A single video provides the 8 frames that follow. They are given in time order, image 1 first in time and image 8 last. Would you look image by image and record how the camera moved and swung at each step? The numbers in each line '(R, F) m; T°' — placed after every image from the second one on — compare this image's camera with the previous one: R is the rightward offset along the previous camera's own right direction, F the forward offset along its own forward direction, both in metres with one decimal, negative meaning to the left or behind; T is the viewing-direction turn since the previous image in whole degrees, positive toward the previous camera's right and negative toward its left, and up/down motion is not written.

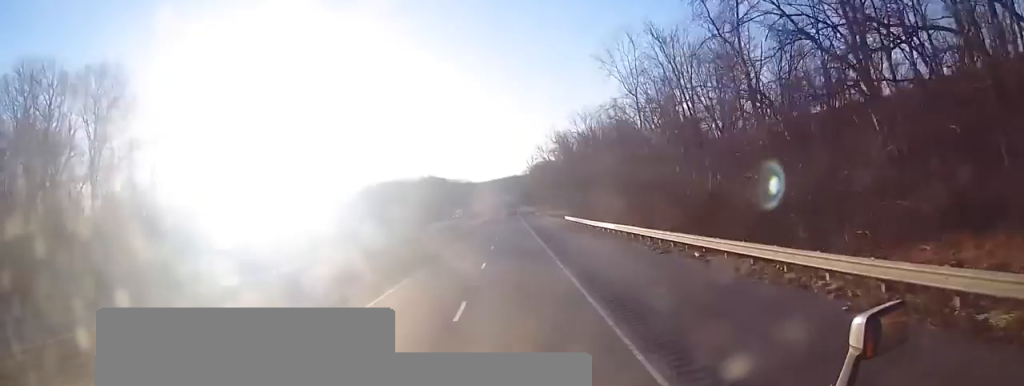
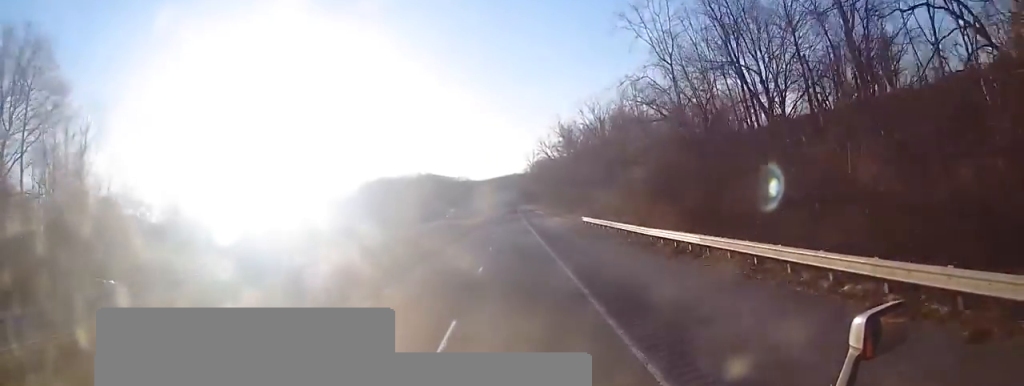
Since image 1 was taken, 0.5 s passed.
(0.0, +14.6) m; 0°
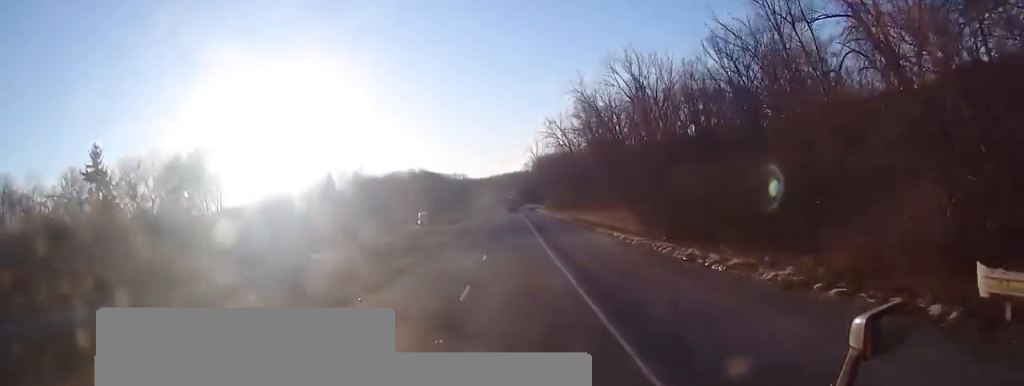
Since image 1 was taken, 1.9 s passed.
(0.0, +42.9) m; 0°
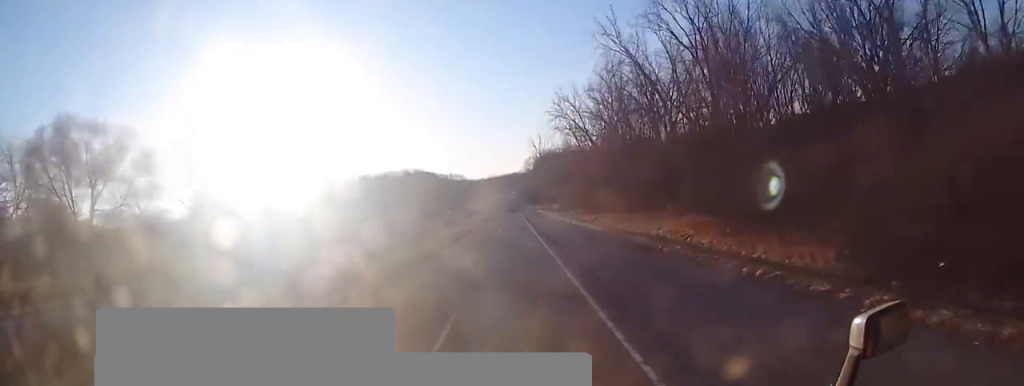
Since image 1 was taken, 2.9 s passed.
(-0.2, +30.7) m; 0°
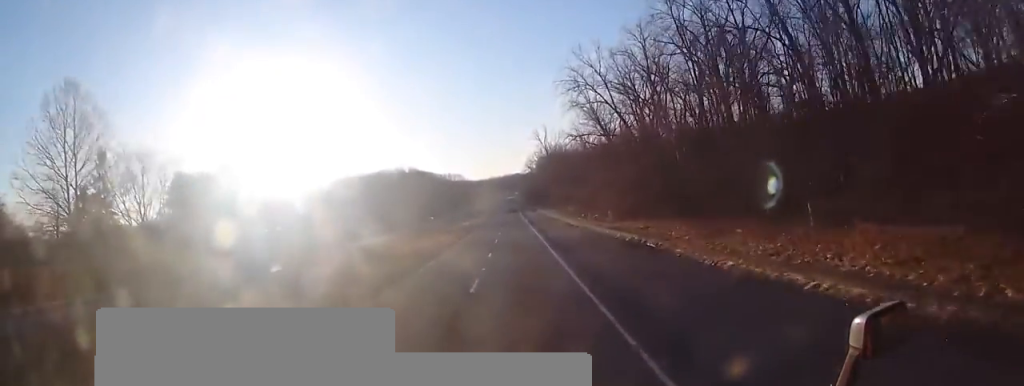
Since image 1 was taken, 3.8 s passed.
(0.0, +29.1) m; +1°
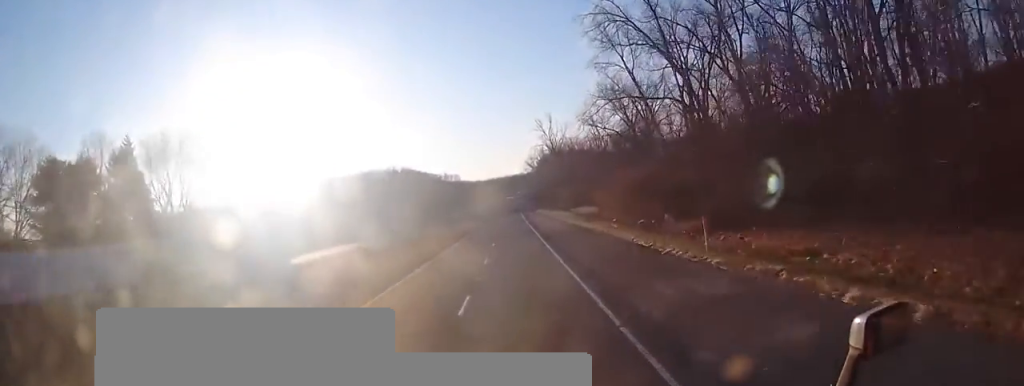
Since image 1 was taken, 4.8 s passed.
(+0.3, +28.0) m; 0°
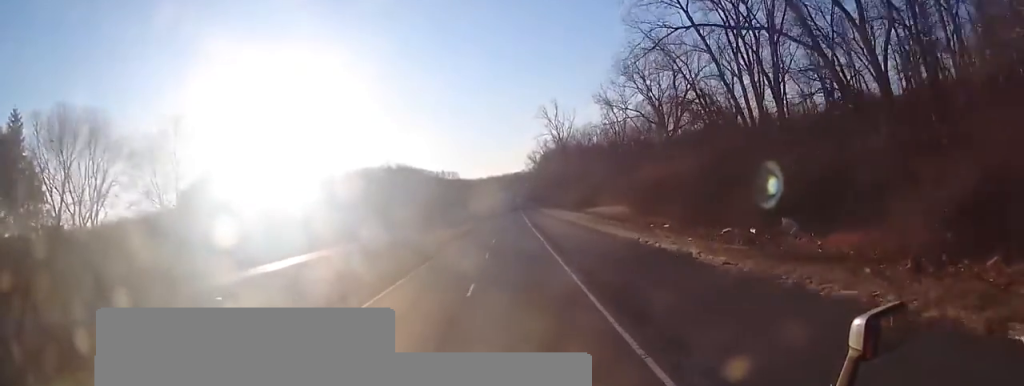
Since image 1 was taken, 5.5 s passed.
(+0.3, +21.9) m; -1°
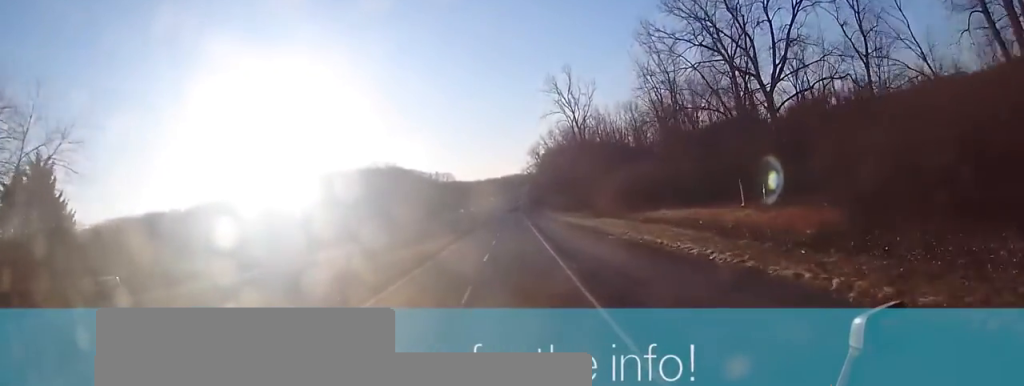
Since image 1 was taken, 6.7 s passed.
(-1.0, +37.5) m; -1°
